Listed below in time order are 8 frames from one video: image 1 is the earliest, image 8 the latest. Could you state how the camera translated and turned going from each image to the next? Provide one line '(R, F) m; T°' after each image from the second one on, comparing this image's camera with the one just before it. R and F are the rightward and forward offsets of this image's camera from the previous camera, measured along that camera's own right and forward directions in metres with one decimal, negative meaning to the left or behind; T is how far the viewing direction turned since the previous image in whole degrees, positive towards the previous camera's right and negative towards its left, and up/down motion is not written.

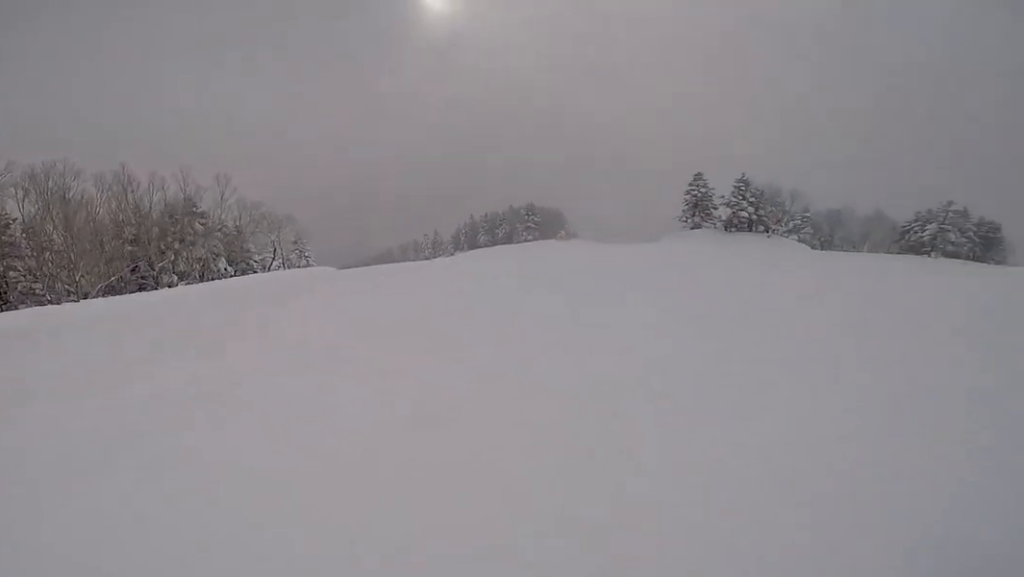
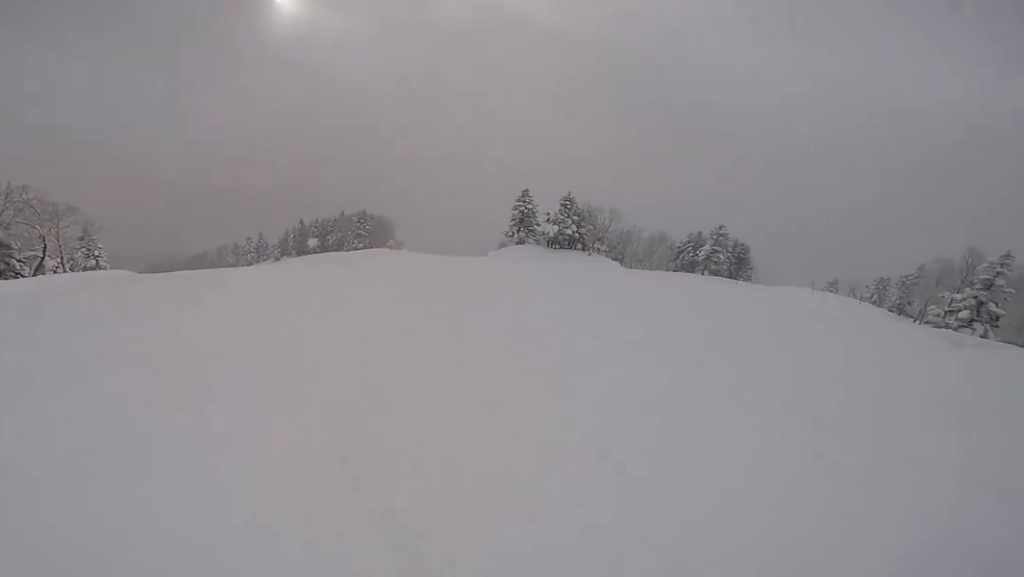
(+0.5, +4.2) m; +12°
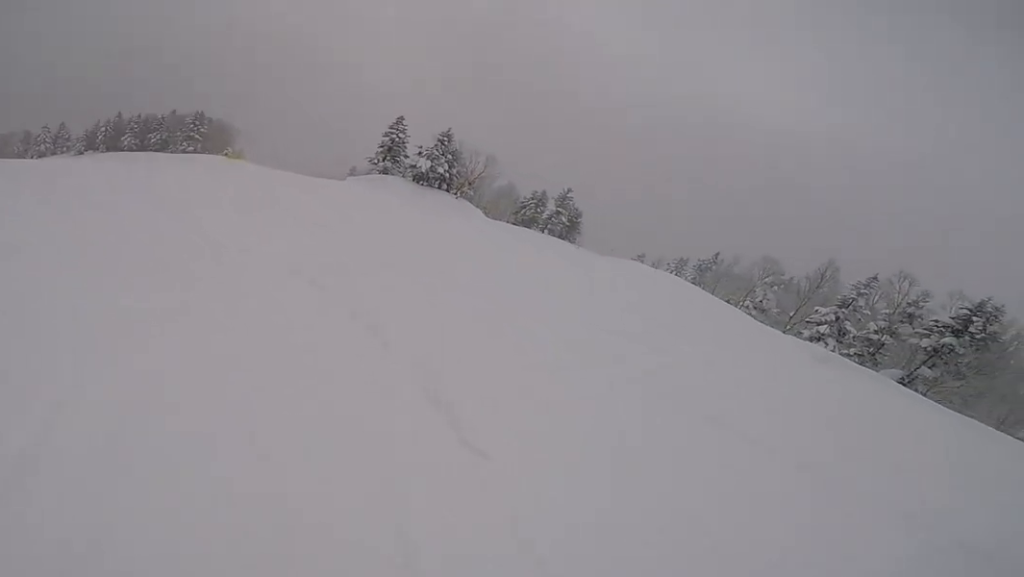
(+0.7, +5.1) m; +17°
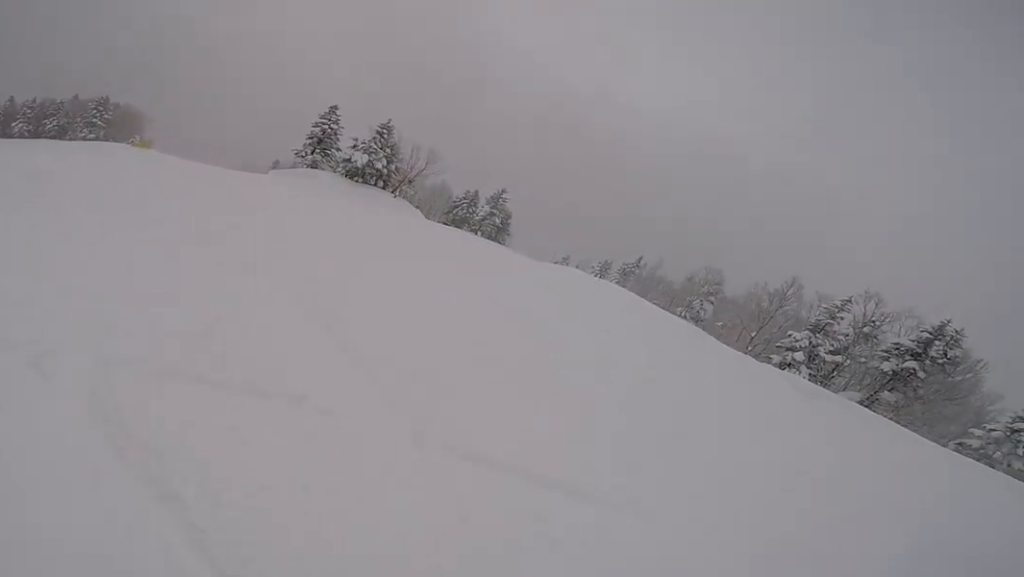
(+0.3, +3.9) m; +11°
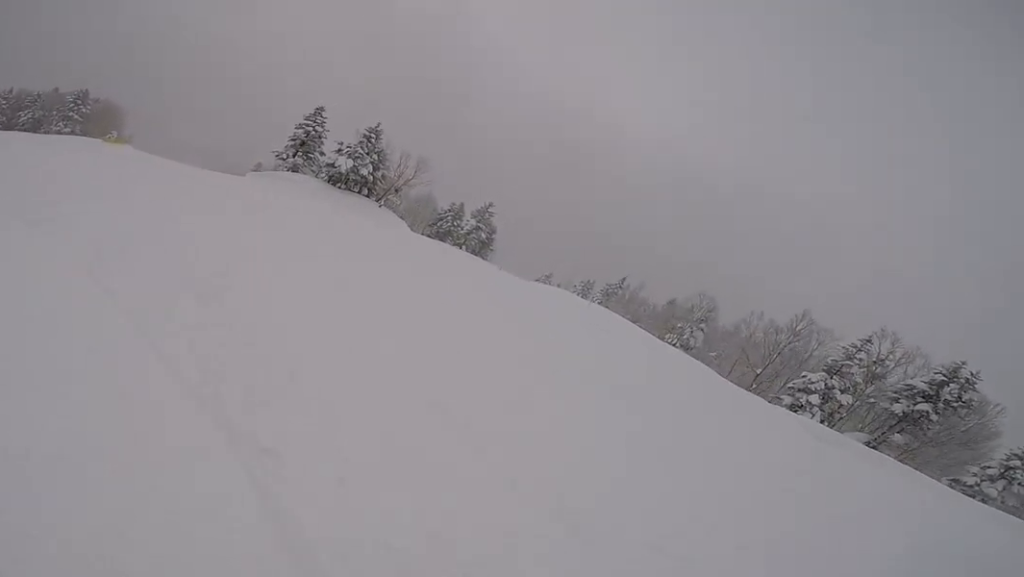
(+0.5, +2.3) m; +1°
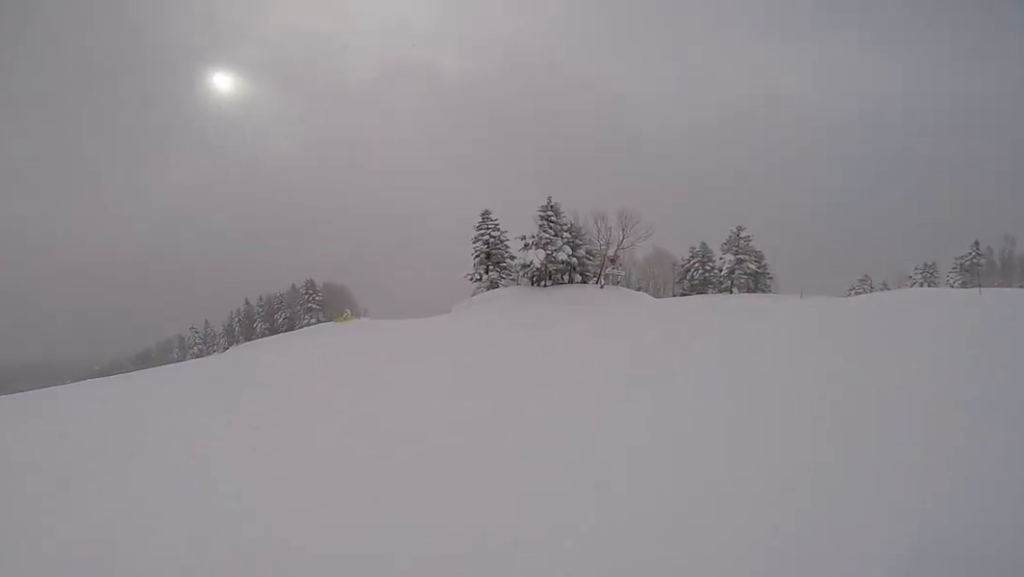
(0.0, +4.8) m; -21°
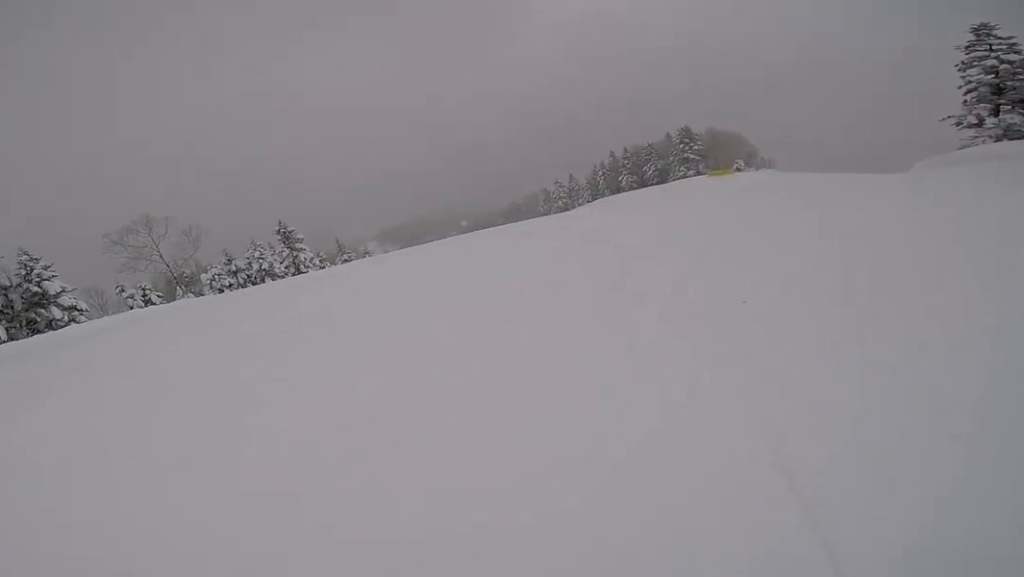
(-3.2, +5.4) m; -40°
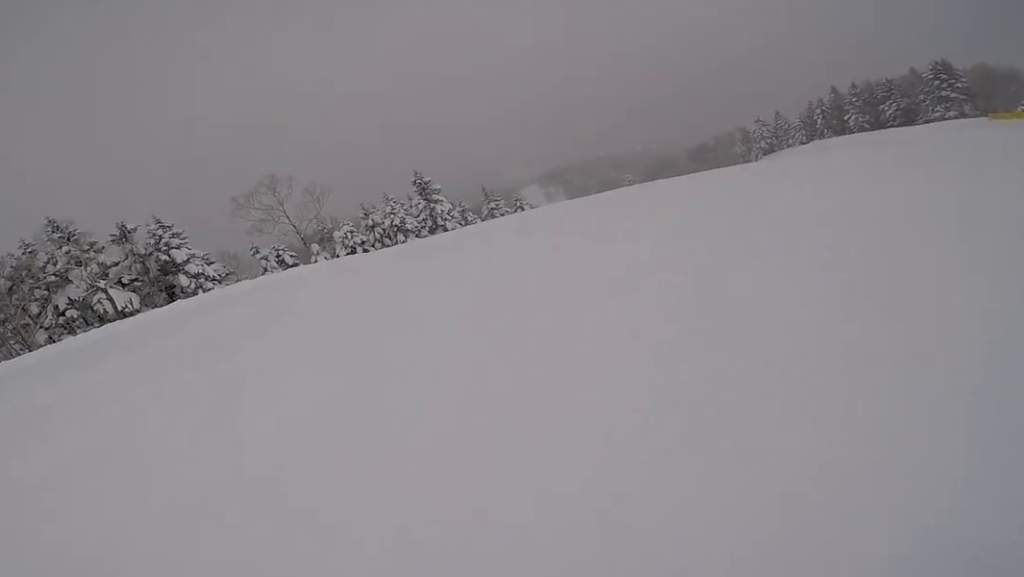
(+0.4, +4.7) m; -17°
